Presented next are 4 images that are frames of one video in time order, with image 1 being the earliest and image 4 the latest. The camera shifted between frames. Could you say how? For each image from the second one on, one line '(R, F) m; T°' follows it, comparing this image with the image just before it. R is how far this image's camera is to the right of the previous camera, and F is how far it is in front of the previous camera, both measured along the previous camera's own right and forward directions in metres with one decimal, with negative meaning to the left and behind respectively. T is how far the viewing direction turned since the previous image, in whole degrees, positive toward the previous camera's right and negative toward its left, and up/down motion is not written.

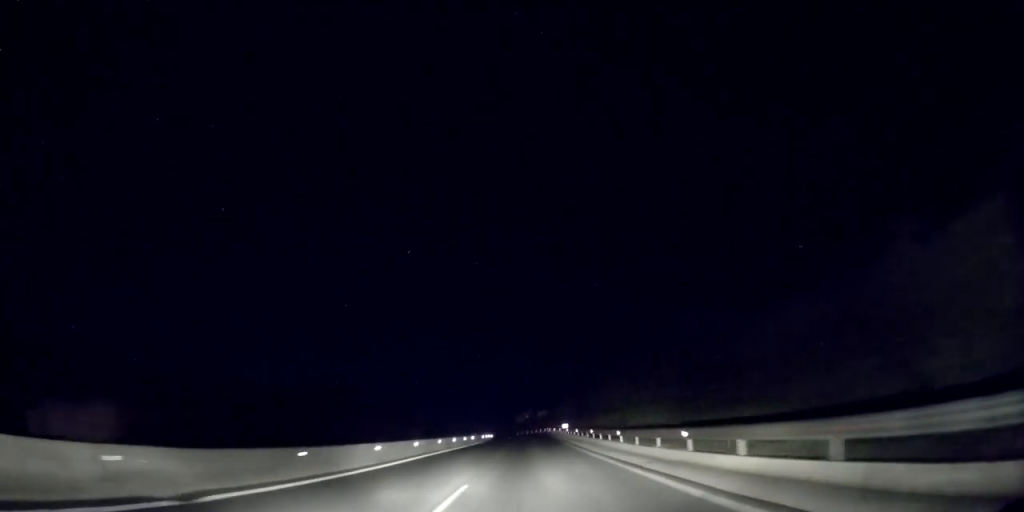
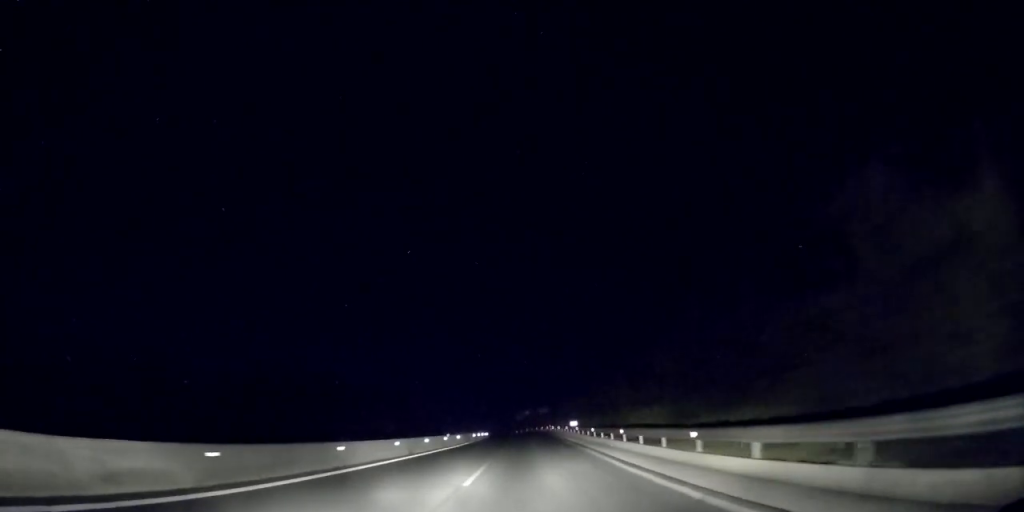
(0.0, +12.7) m; 0°
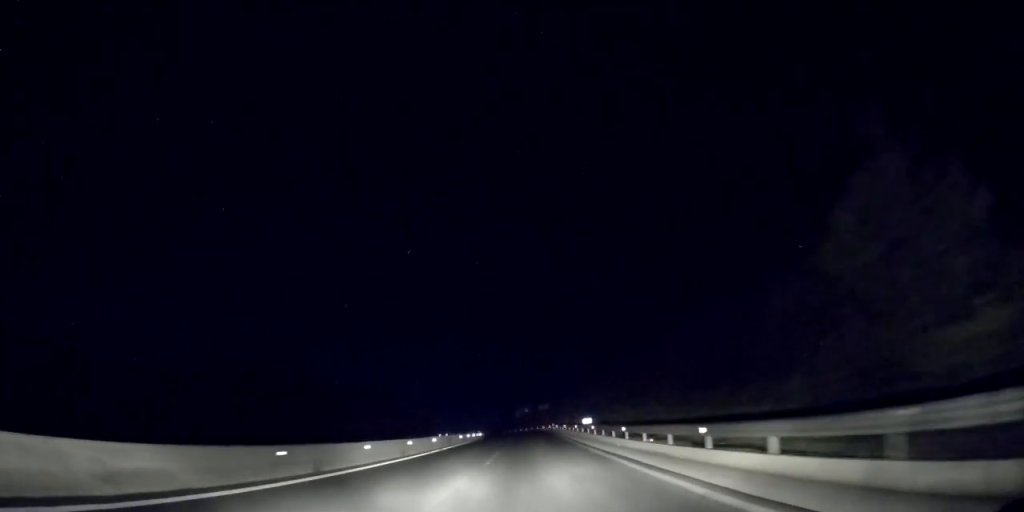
(+0.1, +12.7) m; 0°
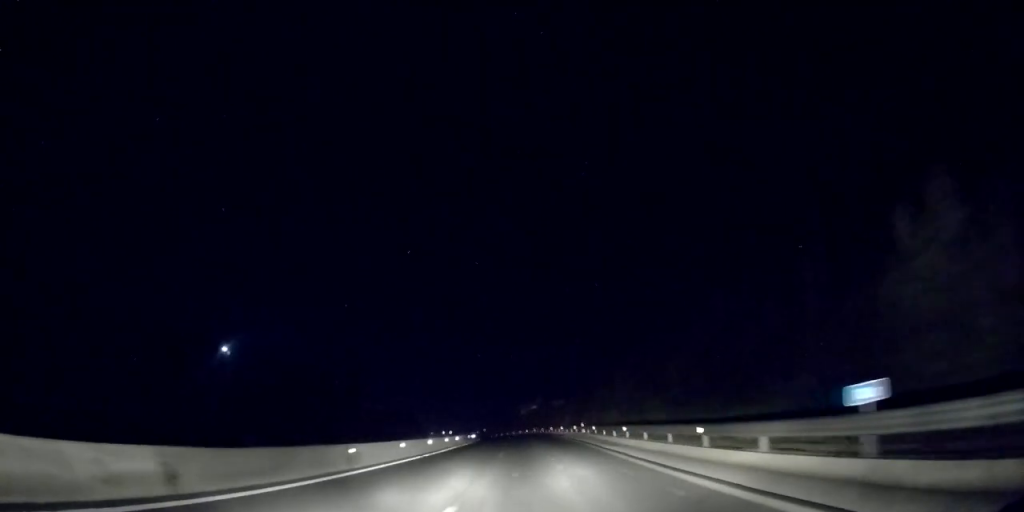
(-0.5, +34.7) m; 0°
